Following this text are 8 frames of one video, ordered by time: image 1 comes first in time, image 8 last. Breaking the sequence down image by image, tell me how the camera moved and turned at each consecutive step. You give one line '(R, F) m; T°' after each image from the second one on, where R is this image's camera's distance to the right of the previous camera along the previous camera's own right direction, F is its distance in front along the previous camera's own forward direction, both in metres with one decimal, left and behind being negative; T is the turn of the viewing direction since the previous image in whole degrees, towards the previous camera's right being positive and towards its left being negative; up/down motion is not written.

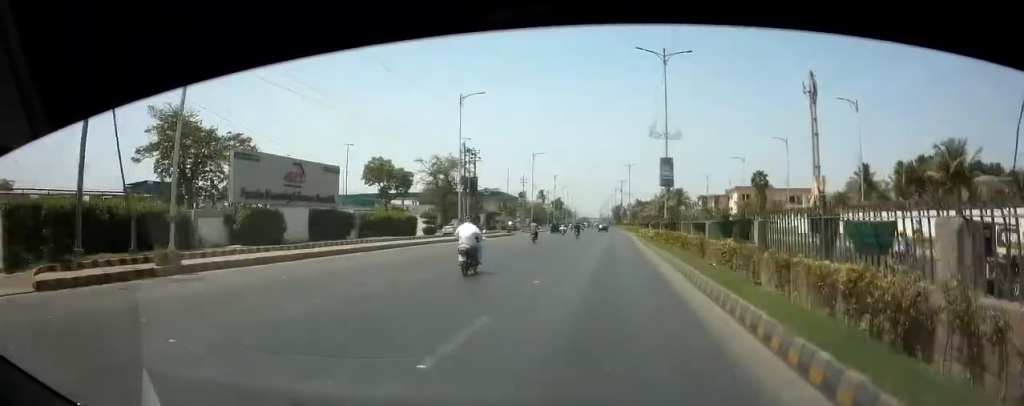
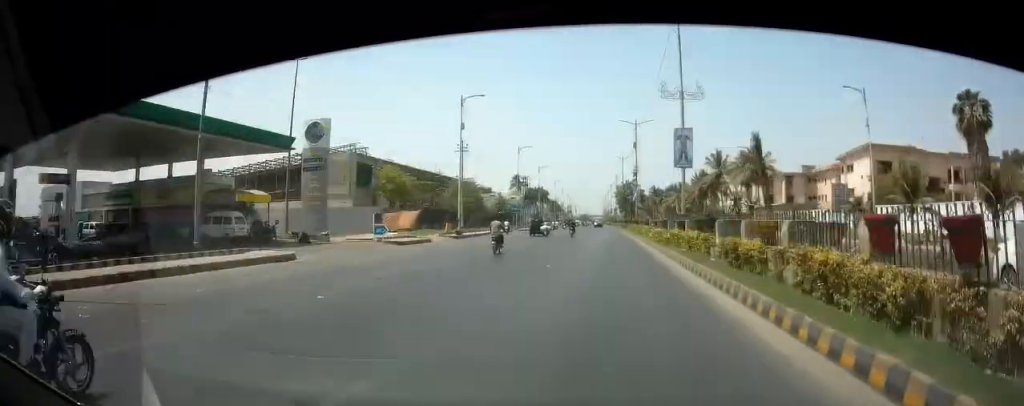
(+0.2, +84.1) m; +1°
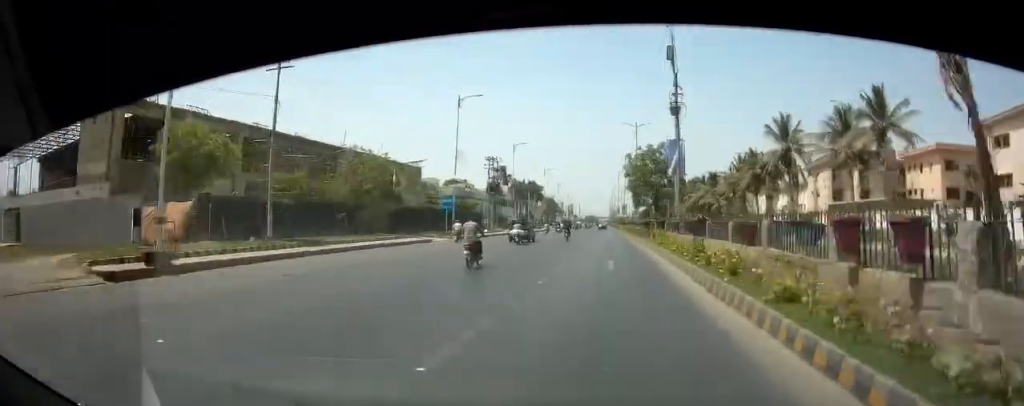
(0.0, +37.2) m; -1°
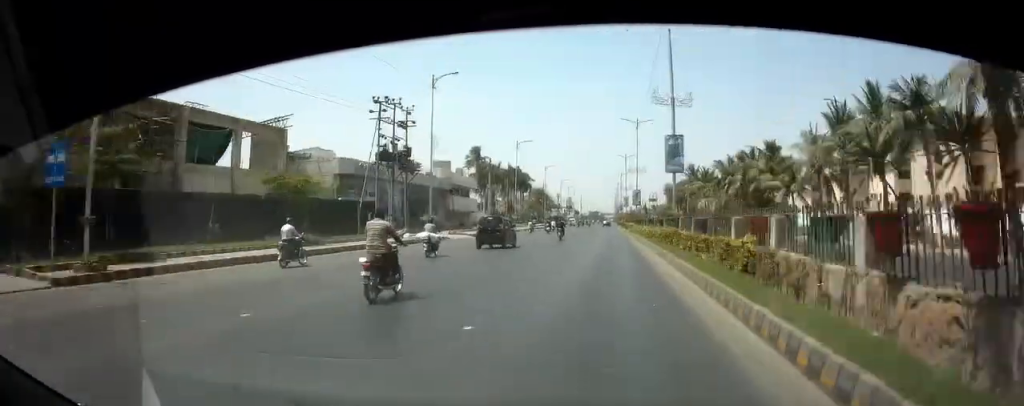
(-0.5, +38.4) m; -1°
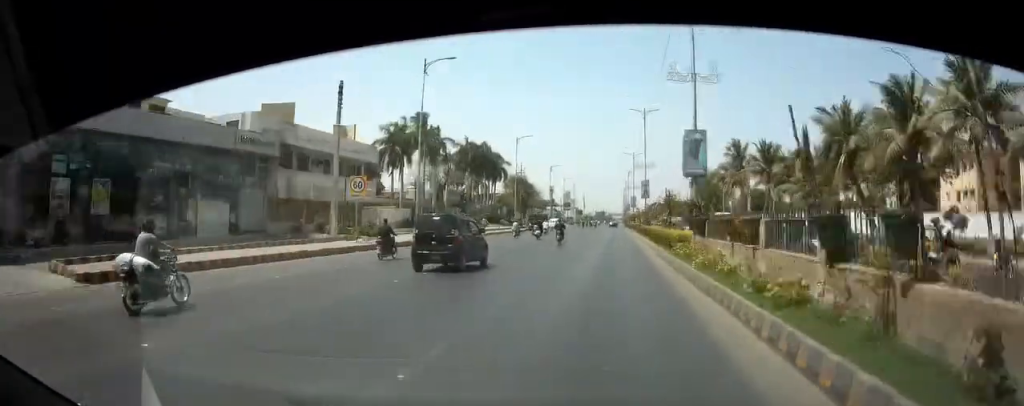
(-0.2, +42.5) m; -1°
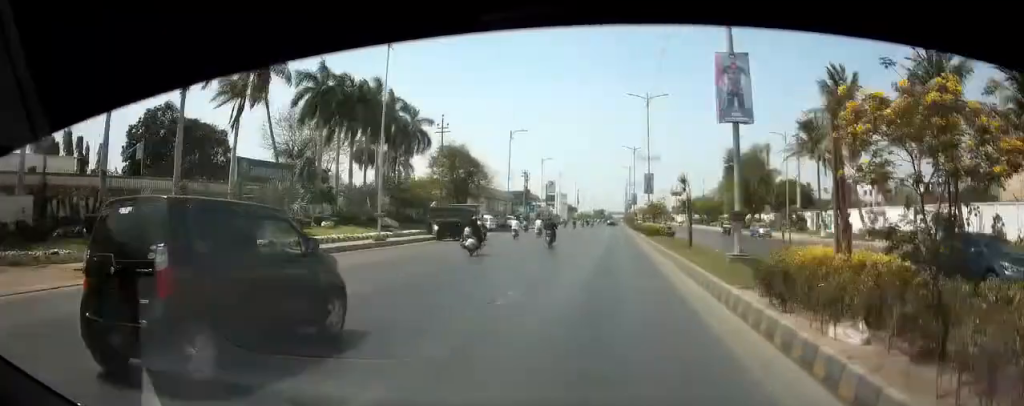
(-0.3, +43.3) m; 0°
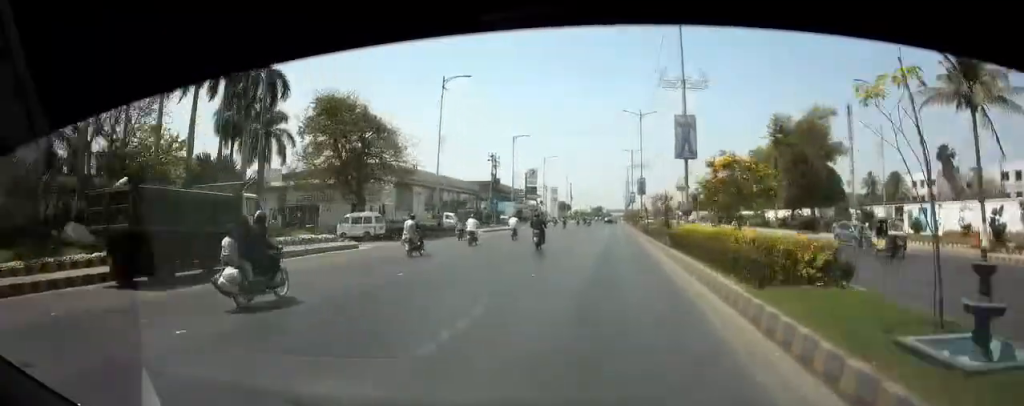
(-0.1, +28.1) m; 0°
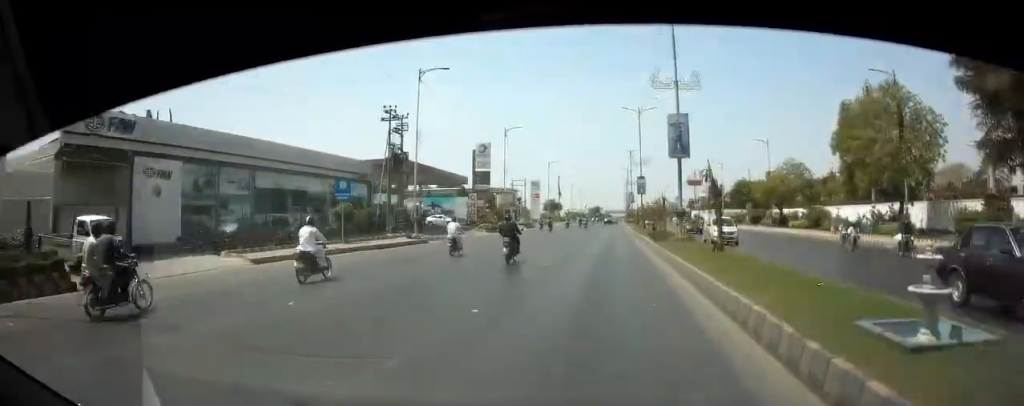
(0.0, +37.6) m; 0°
